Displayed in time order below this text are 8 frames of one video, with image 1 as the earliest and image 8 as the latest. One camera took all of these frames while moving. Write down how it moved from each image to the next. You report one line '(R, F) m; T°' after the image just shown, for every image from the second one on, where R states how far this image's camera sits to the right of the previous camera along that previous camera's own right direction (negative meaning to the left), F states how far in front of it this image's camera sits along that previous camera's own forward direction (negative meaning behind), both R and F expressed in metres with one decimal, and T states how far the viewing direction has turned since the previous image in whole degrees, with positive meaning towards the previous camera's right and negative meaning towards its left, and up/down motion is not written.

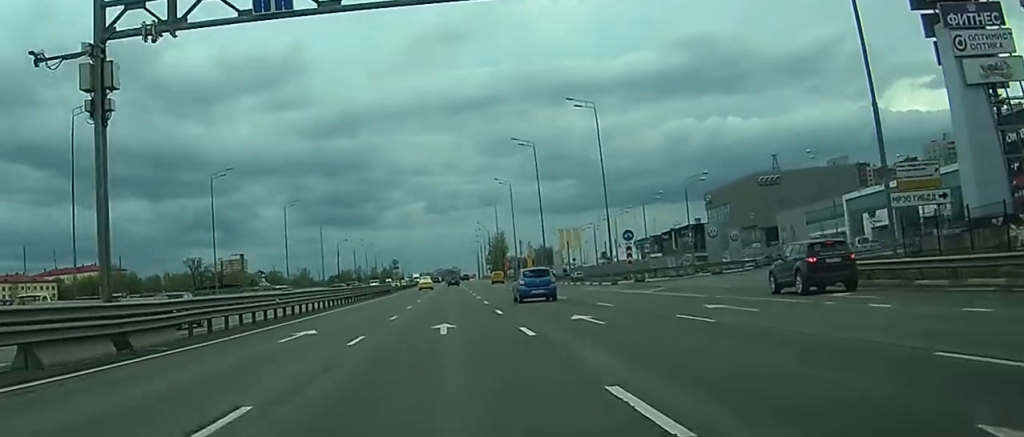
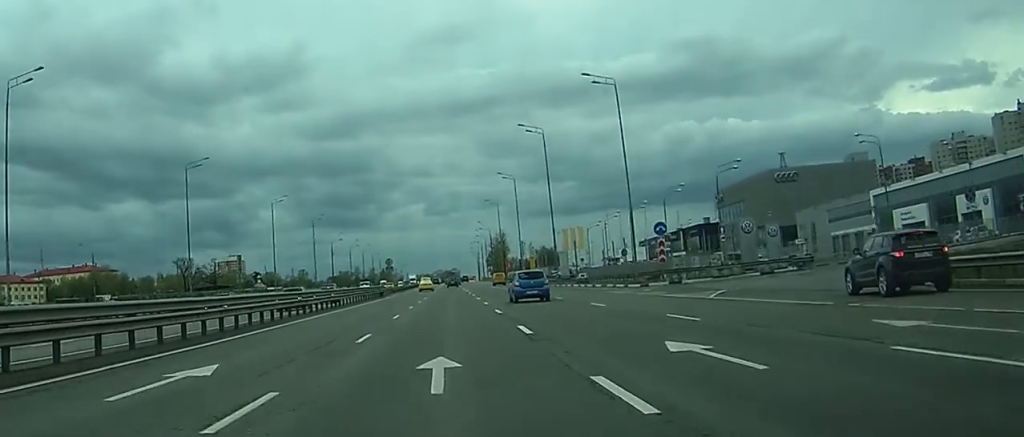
(0.0, +10.2) m; 0°
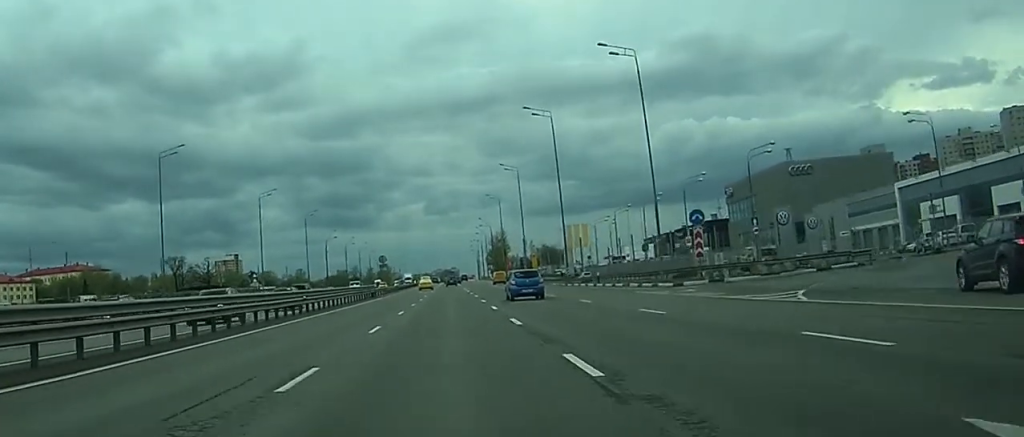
(0.0, +8.2) m; 0°
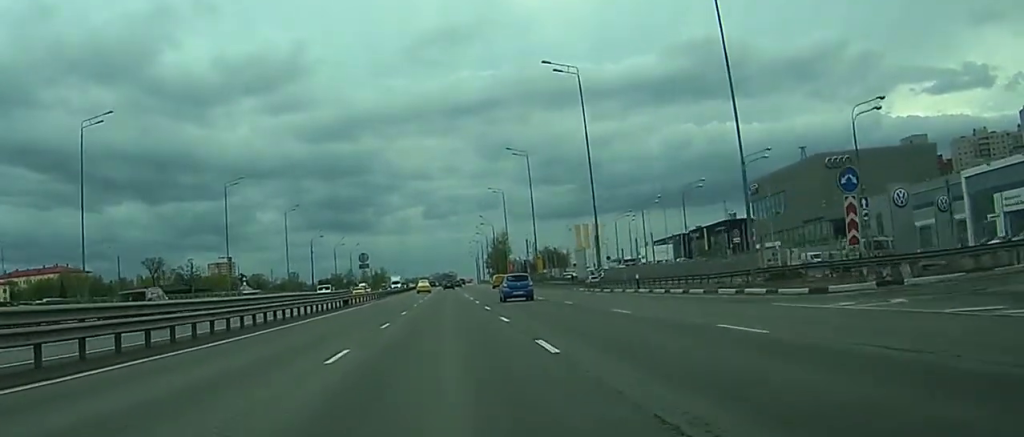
(-0.1, +17.7) m; -1°
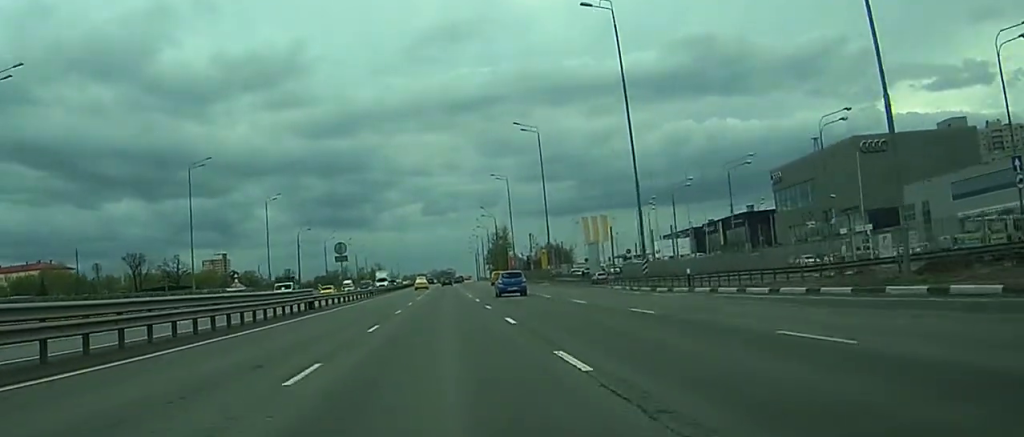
(-0.1, +13.4) m; -1°
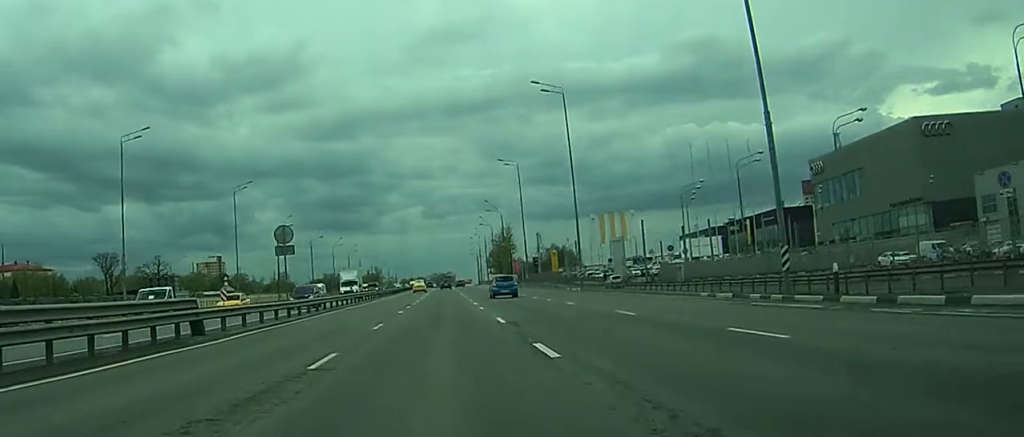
(-0.1, +19.2) m; 0°
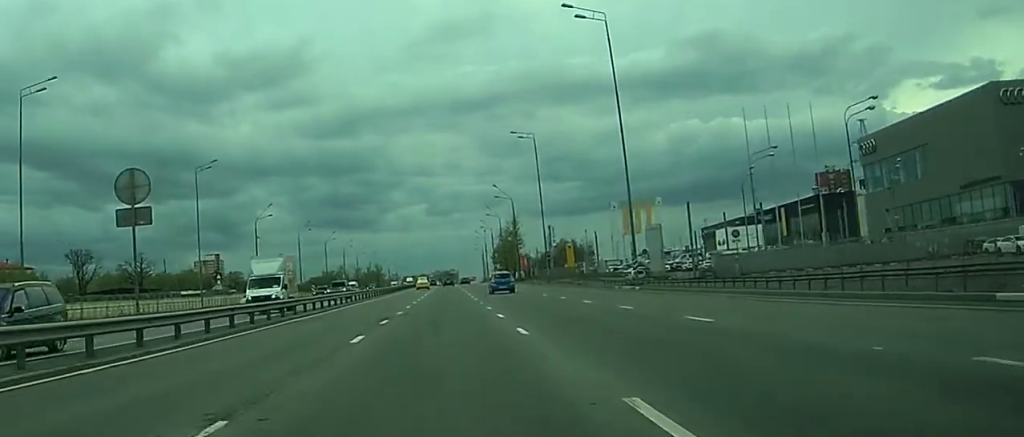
(0.0, +21.5) m; 0°
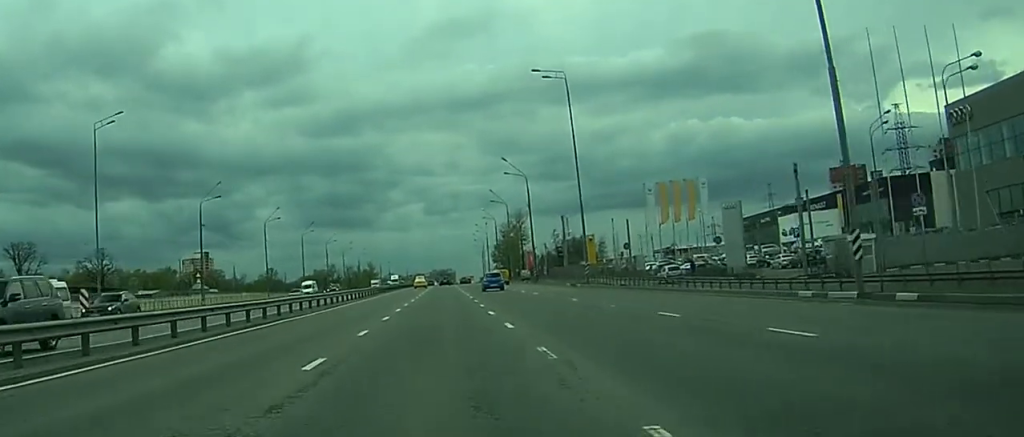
(0.0, +33.5) m; 0°
